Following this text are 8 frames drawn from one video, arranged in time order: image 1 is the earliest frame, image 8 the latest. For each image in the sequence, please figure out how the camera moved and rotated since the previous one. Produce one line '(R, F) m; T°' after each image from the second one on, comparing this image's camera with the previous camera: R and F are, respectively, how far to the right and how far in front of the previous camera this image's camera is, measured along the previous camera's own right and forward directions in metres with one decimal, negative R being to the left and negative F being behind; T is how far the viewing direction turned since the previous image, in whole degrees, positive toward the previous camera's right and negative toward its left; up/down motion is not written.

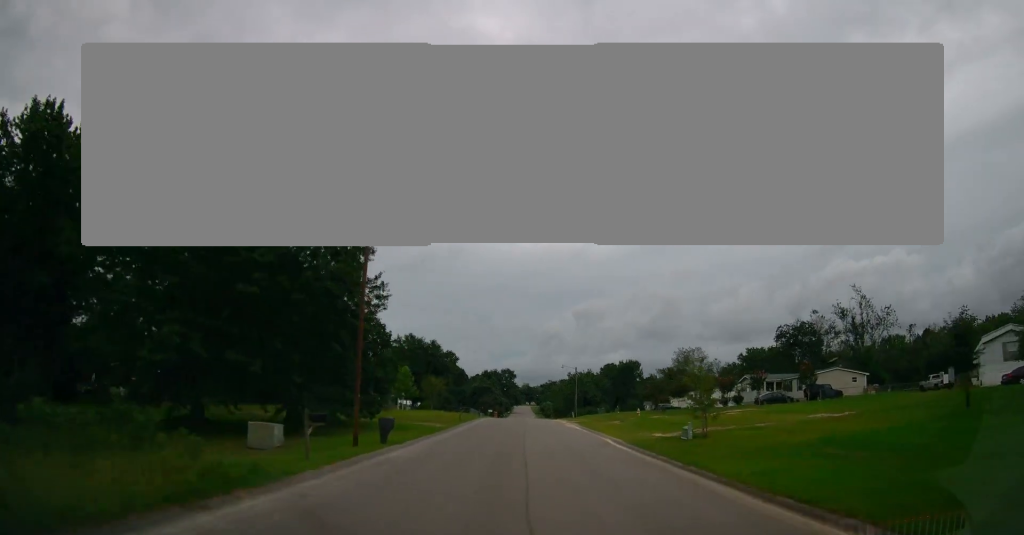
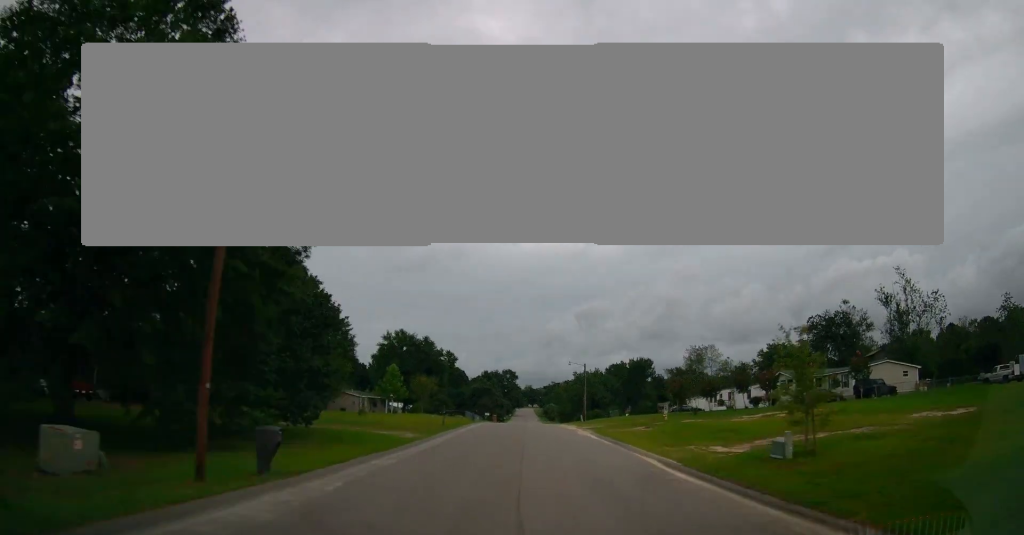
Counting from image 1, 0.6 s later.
(0.0, +9.2) m; -1°
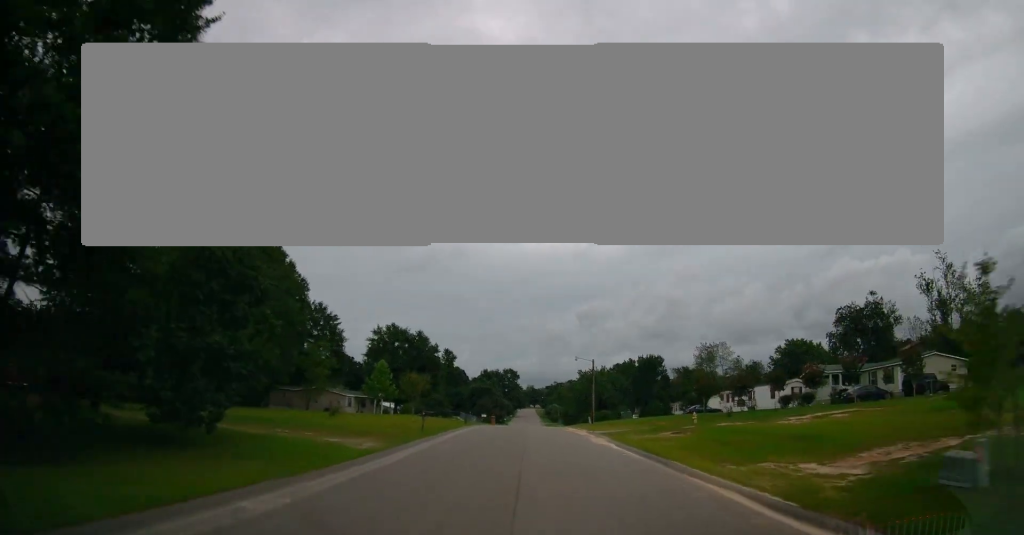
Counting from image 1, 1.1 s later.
(-0.1, +7.4) m; -1°
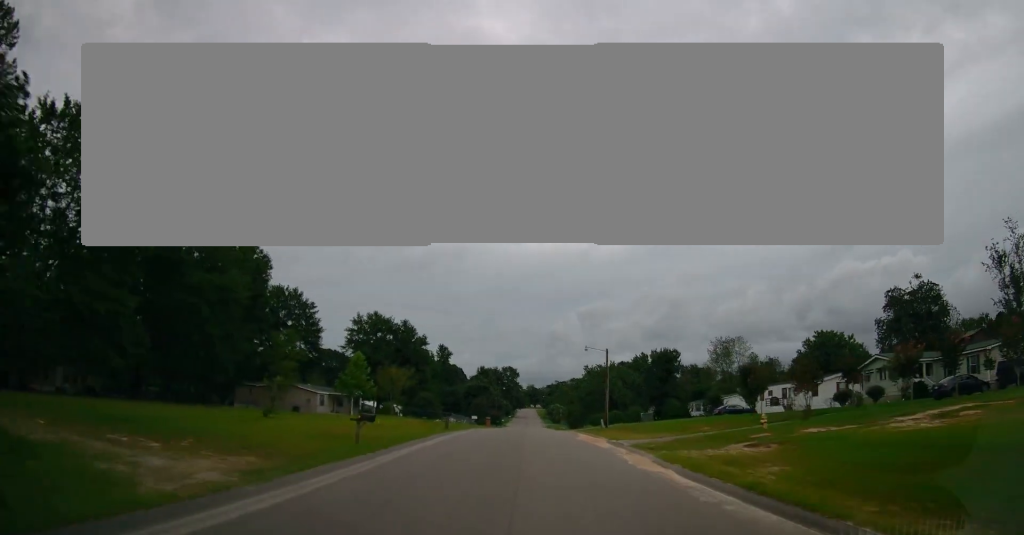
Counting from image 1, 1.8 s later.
(-0.1, +10.8) m; -1°
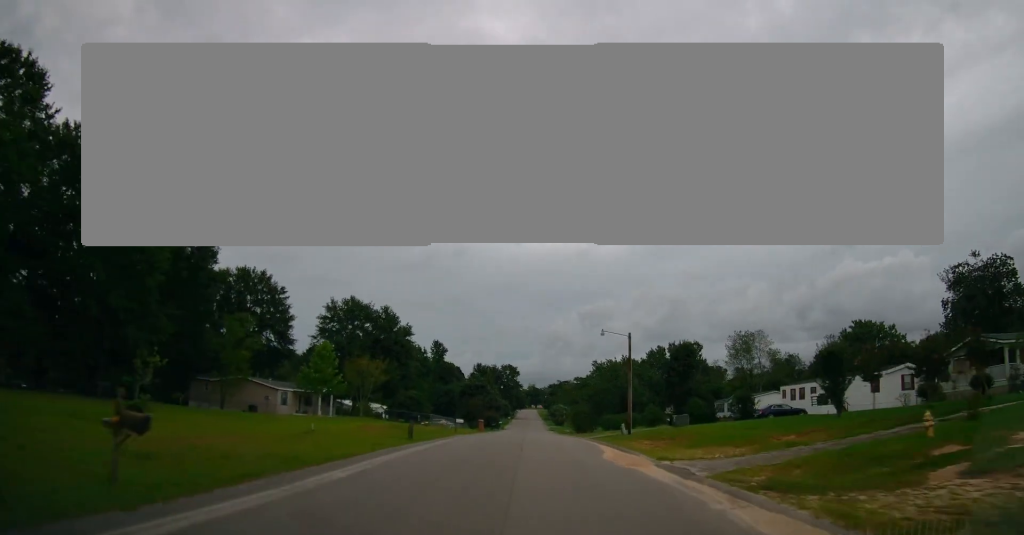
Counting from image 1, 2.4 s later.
(-0.1, +11.4) m; -1°
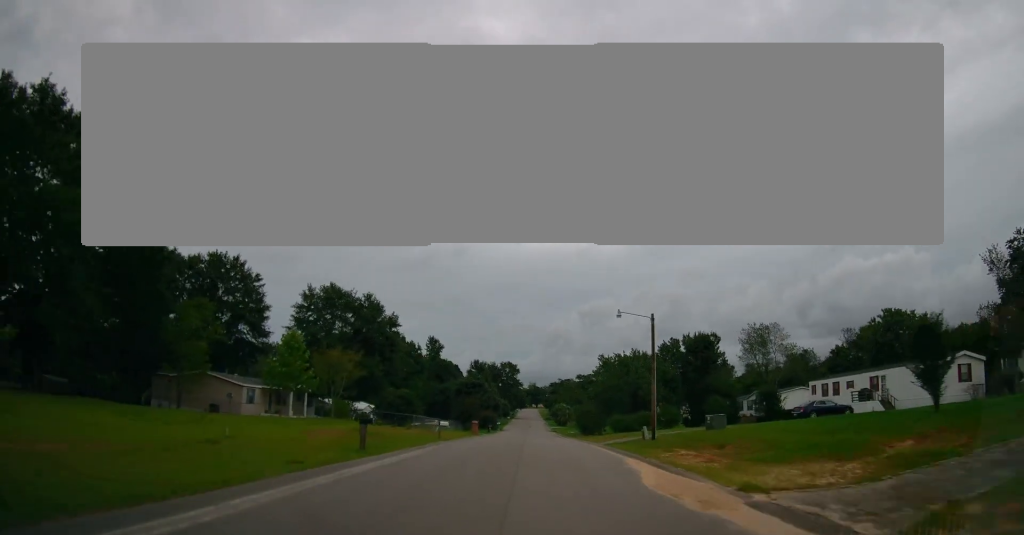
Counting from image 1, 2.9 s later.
(0.0, +7.7) m; 0°
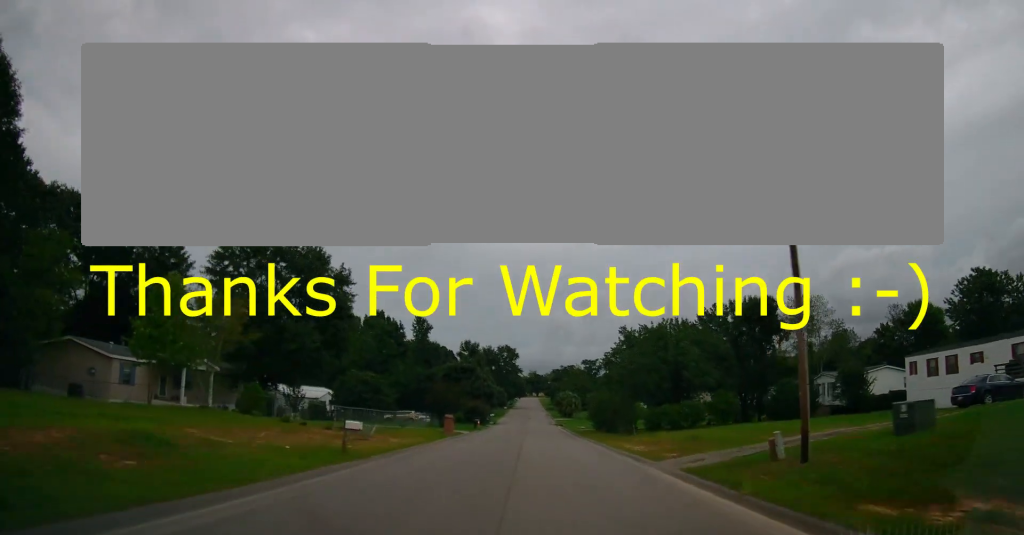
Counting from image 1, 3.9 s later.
(0.0, +18.2) m; 0°
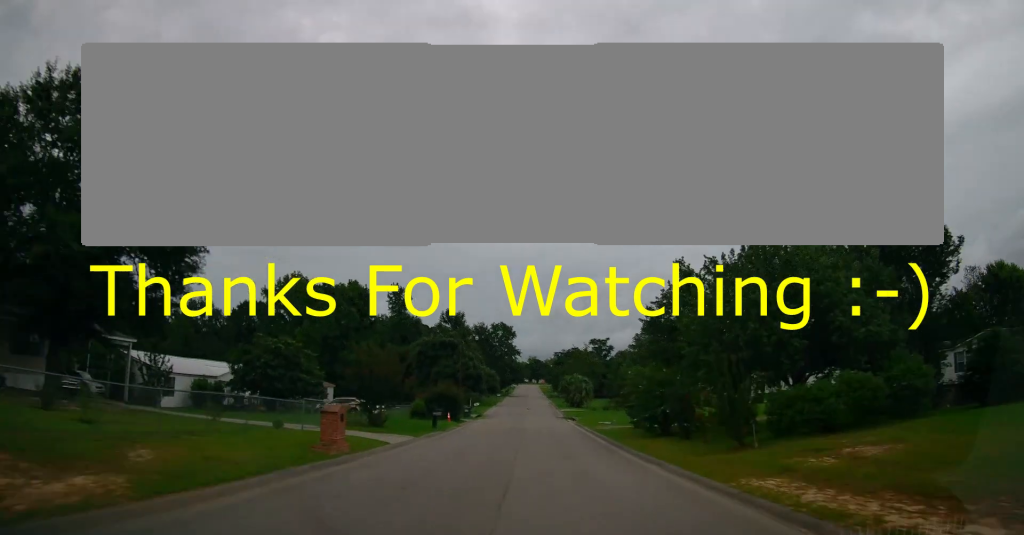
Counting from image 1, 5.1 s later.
(0.0, +23.6) m; 0°
